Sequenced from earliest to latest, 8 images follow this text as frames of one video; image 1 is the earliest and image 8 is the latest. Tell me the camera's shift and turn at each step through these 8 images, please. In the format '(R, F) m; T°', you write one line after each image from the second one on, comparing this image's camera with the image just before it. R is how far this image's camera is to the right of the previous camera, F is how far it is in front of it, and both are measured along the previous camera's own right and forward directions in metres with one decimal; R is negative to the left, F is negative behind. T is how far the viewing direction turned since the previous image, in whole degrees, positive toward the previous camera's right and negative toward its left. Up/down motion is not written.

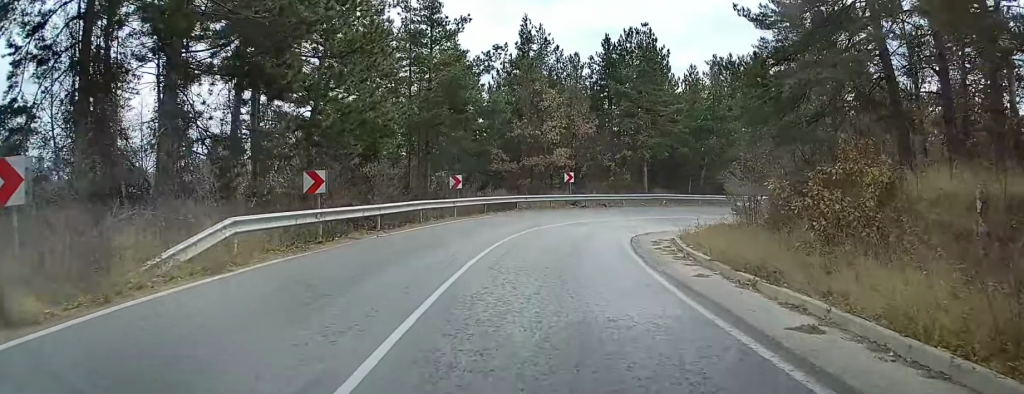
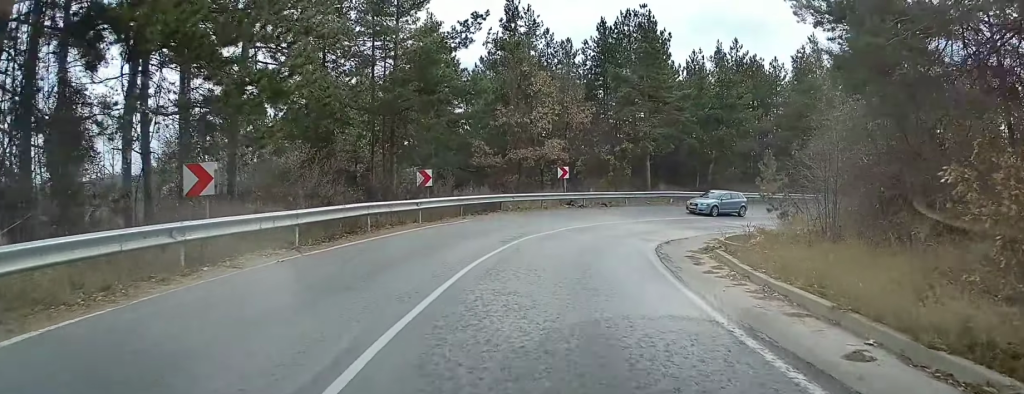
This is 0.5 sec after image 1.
(-0.1, +6.4) m; +3°
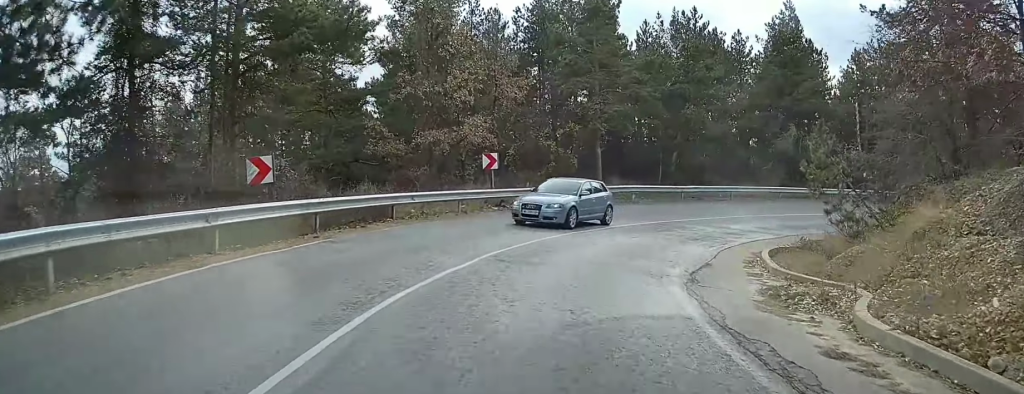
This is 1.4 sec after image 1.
(+0.6, +10.1) m; +6°
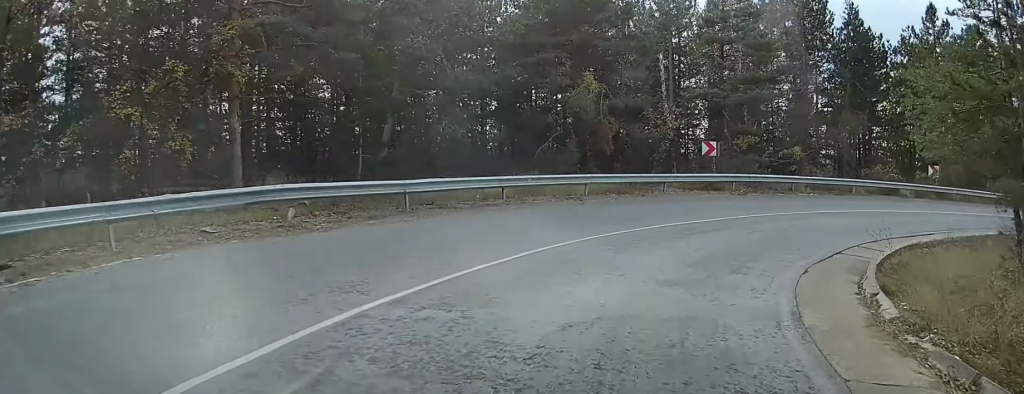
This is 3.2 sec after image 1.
(+2.3, +18.9) m; +24°
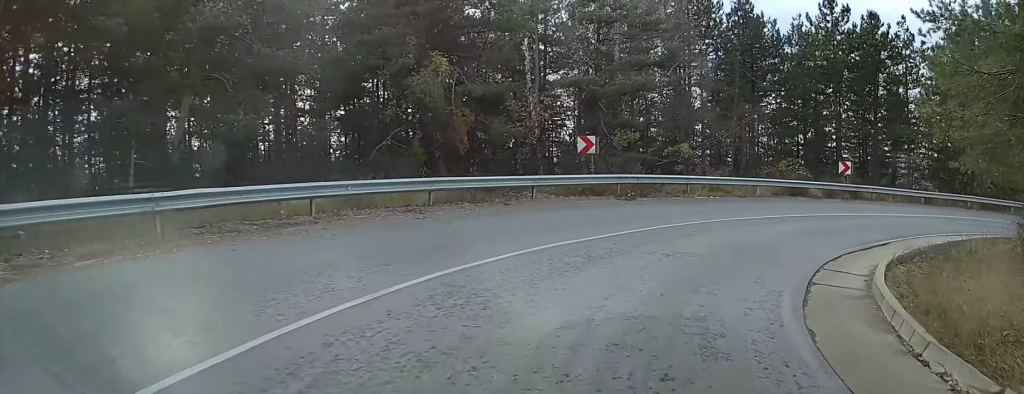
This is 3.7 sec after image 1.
(+0.6, +5.3) m; +13°
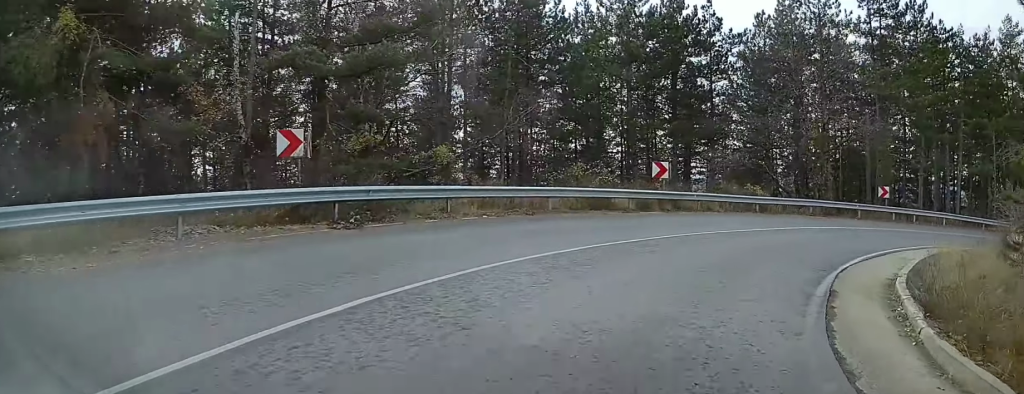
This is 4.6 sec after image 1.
(+2.1, +8.6) m; +23°
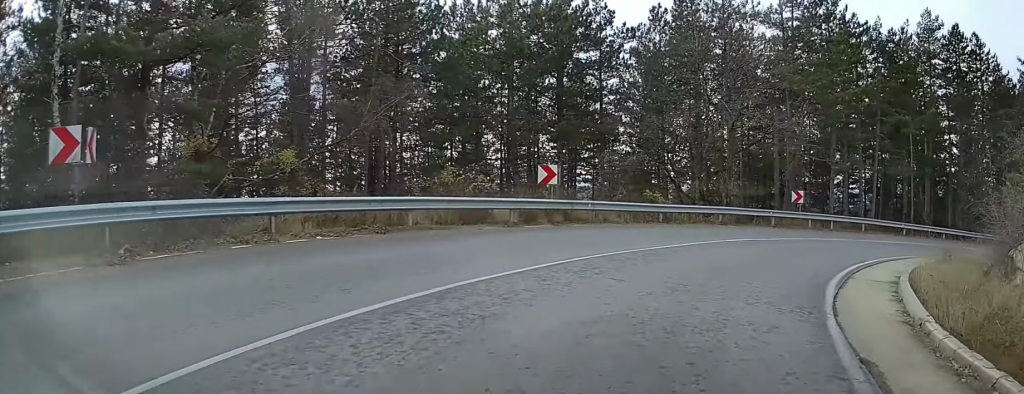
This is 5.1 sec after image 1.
(+0.2, +4.3) m; +10°
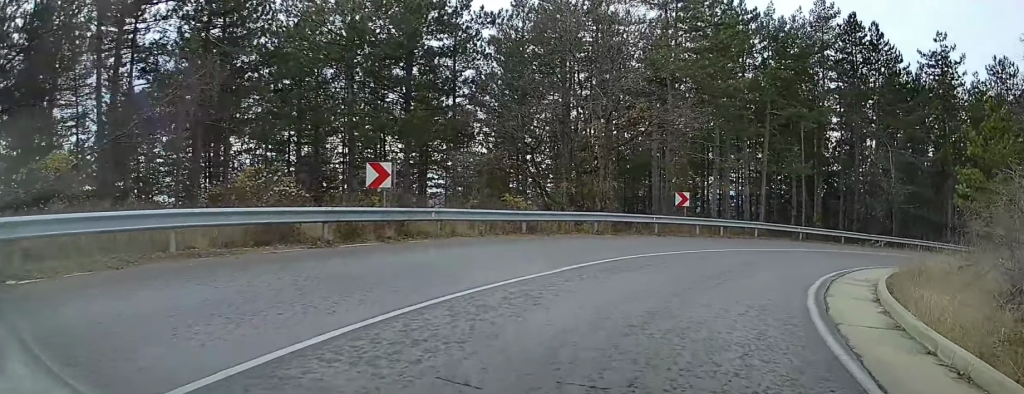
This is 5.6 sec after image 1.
(+0.1, +5.1) m; +13°
